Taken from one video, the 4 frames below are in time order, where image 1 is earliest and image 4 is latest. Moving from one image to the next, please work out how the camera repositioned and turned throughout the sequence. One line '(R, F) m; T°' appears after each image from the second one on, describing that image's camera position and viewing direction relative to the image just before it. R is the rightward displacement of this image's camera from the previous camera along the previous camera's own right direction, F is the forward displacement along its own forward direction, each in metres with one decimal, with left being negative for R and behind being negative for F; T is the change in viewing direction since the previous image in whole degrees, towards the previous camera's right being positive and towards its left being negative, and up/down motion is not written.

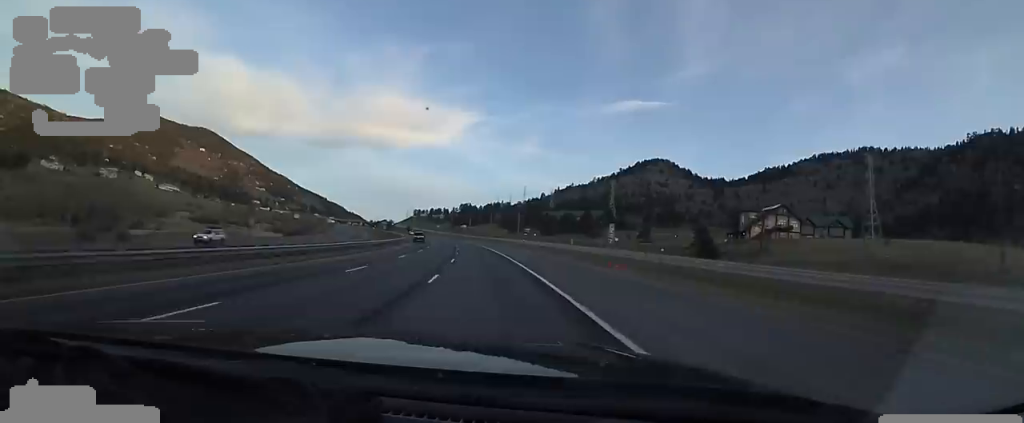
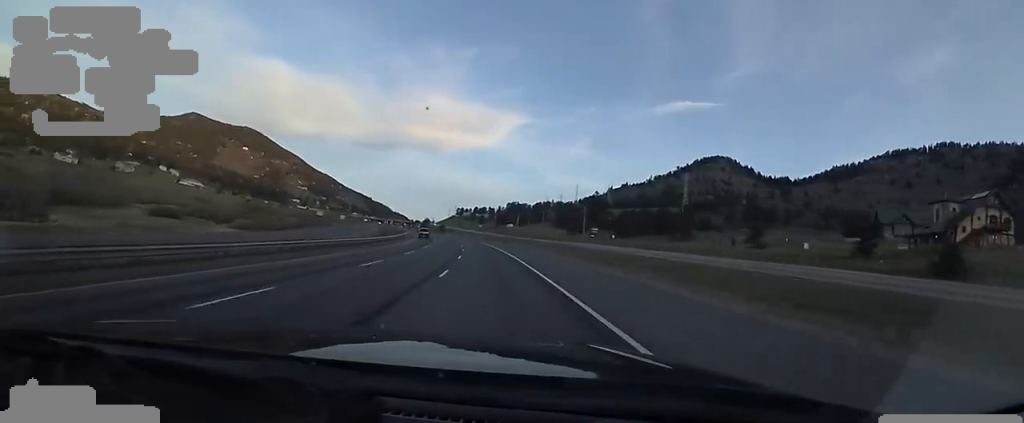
(-4.3, +59.7) m; -8°
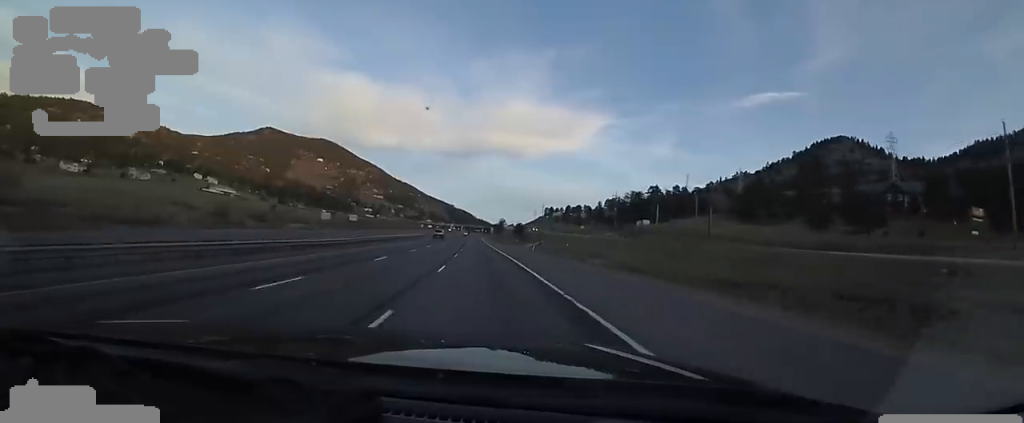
(-10.5, +116.0) m; -10°
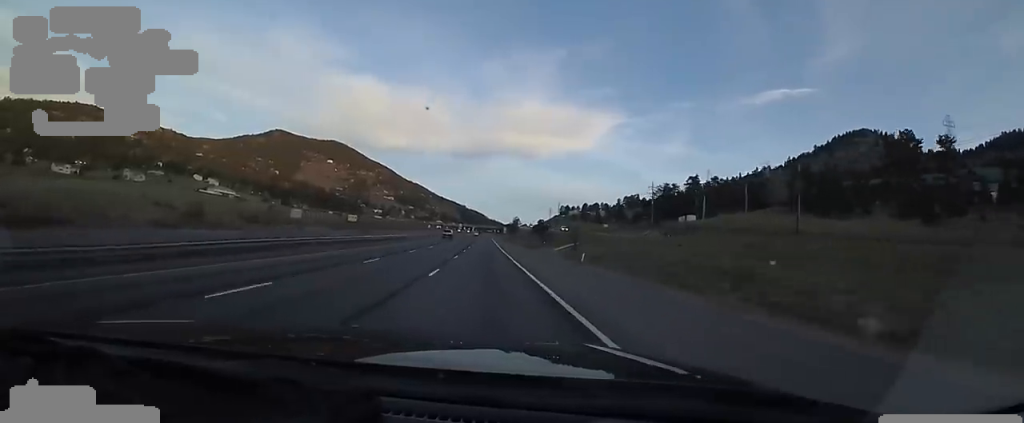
(-0.5, +25.8) m; -2°
